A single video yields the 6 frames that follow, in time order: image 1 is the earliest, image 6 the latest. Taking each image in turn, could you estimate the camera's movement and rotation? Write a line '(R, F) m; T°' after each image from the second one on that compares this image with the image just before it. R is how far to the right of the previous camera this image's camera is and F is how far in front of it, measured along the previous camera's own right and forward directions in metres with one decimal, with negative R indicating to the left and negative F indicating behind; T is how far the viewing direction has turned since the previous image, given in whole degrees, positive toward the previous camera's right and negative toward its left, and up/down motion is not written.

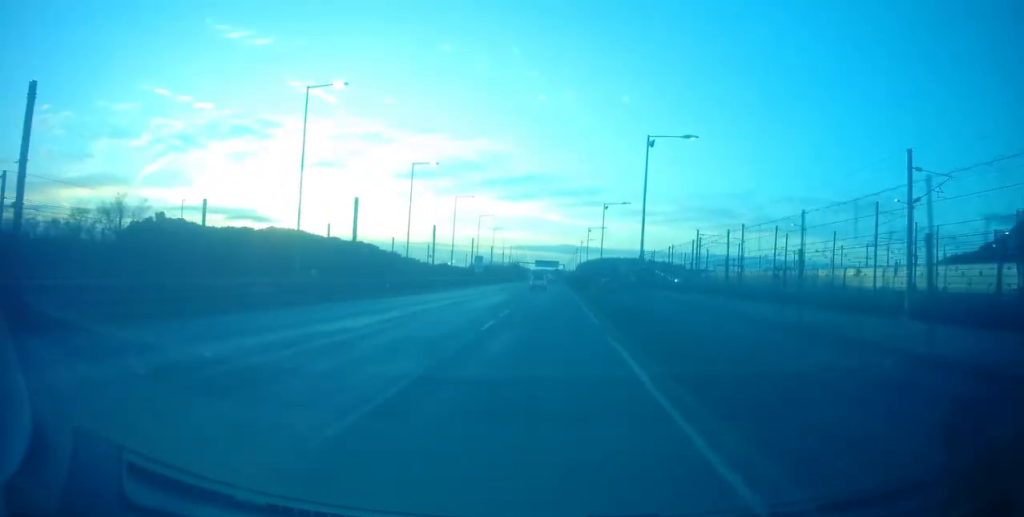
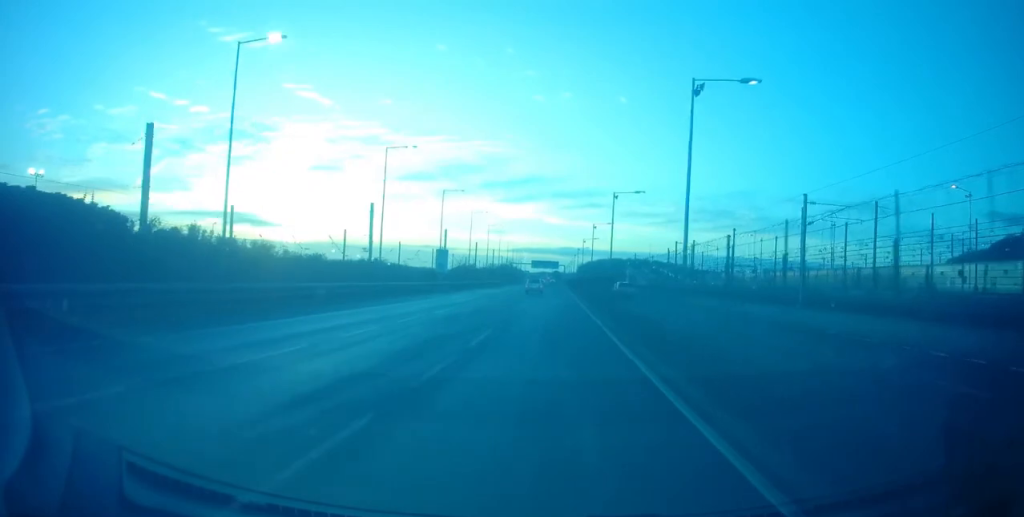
(-0.3, +31.9) m; -2°
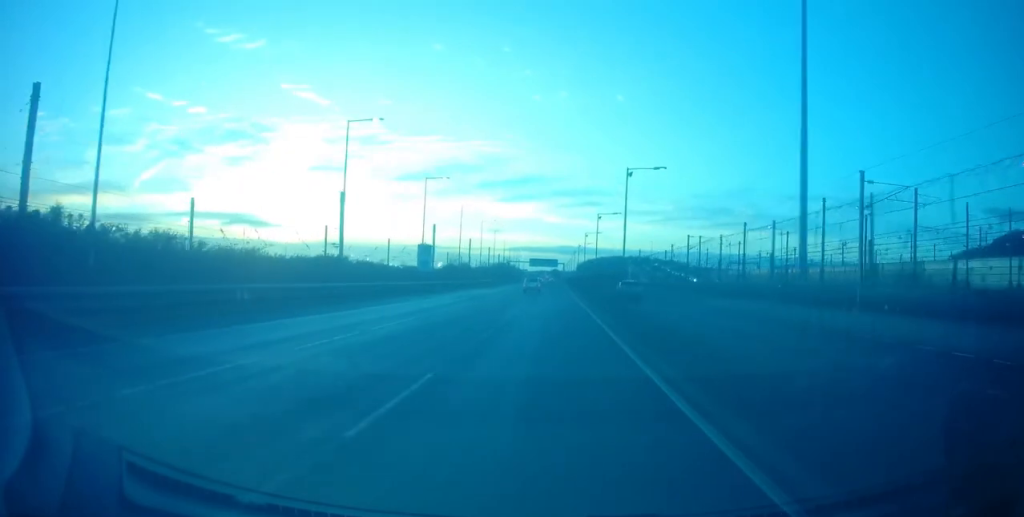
(0.0, +8.5) m; 0°
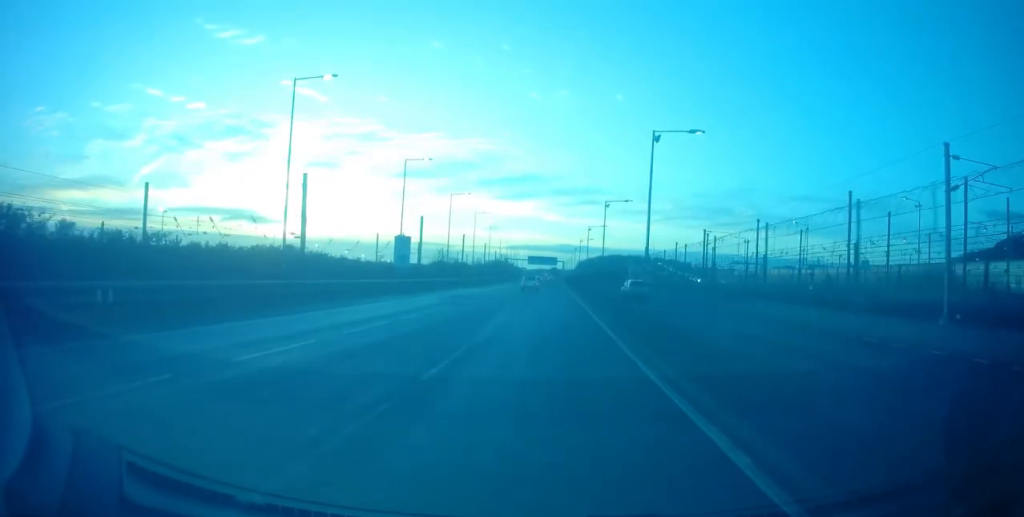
(0.0, +8.5) m; 0°
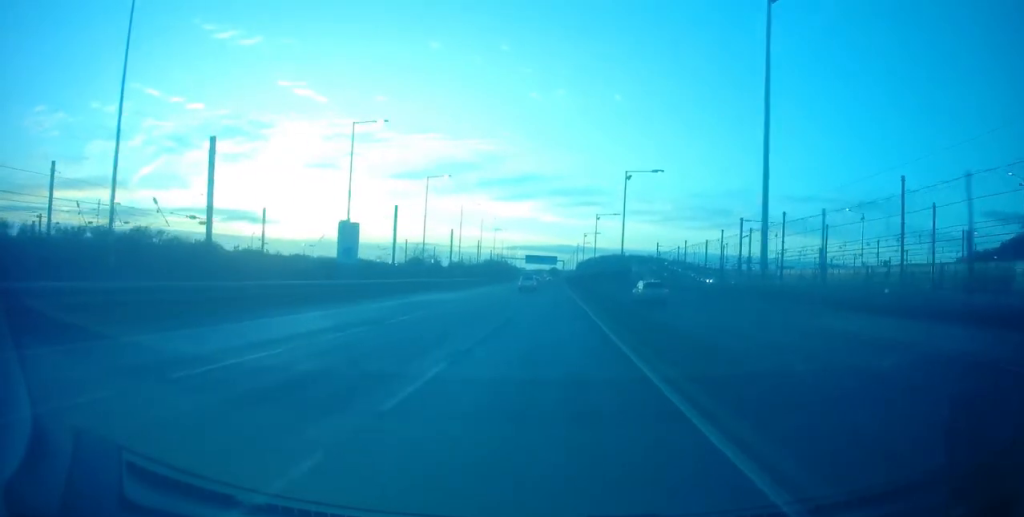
(0.0, +13.7) m; 0°
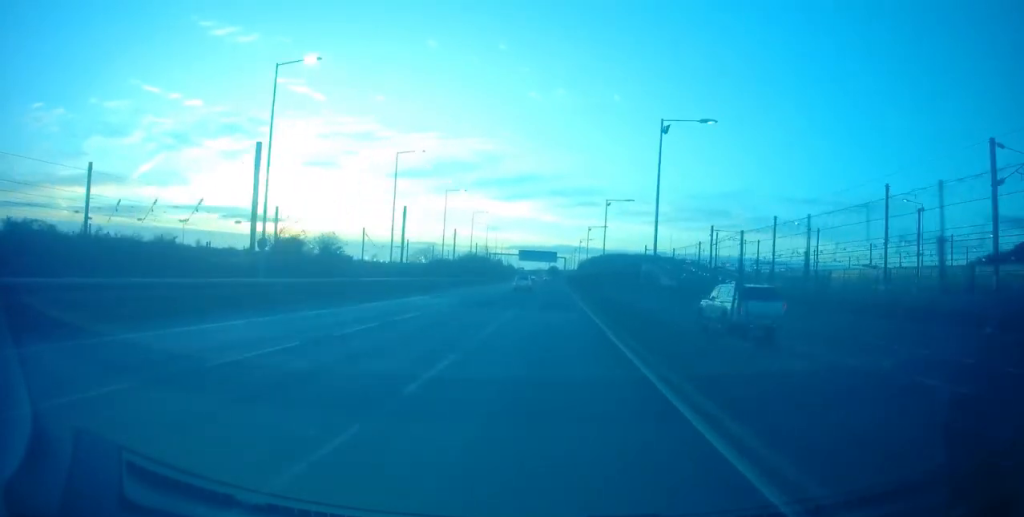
(+0.1, +35.6) m; 0°
